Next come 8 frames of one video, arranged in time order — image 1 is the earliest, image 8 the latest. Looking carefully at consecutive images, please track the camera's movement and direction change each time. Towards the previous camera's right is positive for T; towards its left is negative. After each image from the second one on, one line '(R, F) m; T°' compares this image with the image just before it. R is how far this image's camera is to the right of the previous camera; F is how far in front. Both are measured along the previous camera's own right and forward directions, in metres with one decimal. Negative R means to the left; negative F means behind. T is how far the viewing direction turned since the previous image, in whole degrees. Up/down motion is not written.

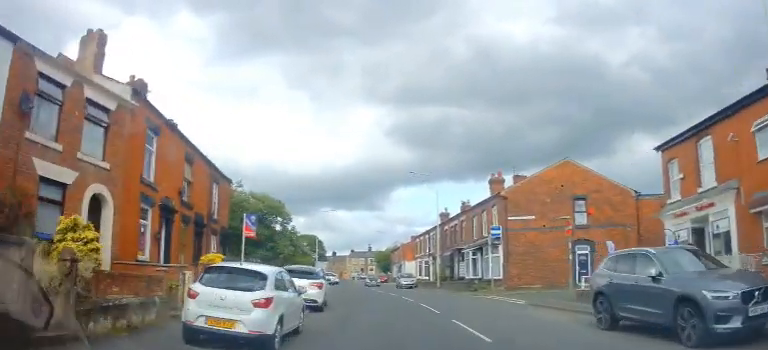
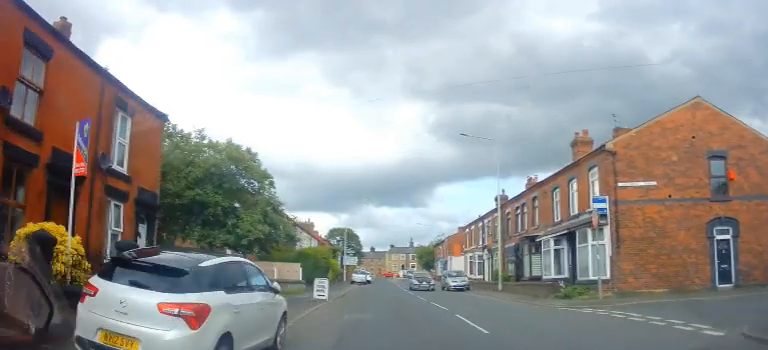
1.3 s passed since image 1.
(0.0, +11.1) m; -1°
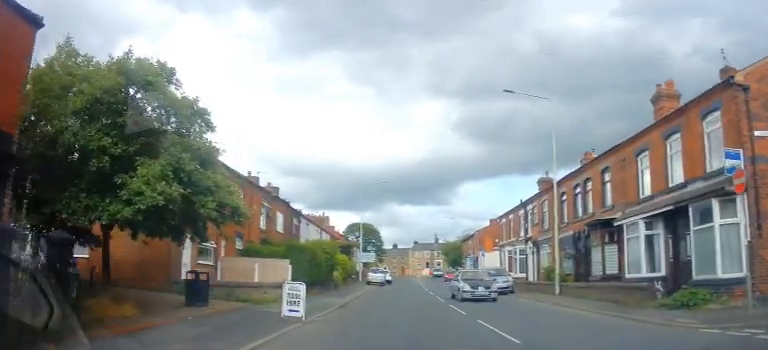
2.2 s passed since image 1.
(0.0, +7.6) m; -4°
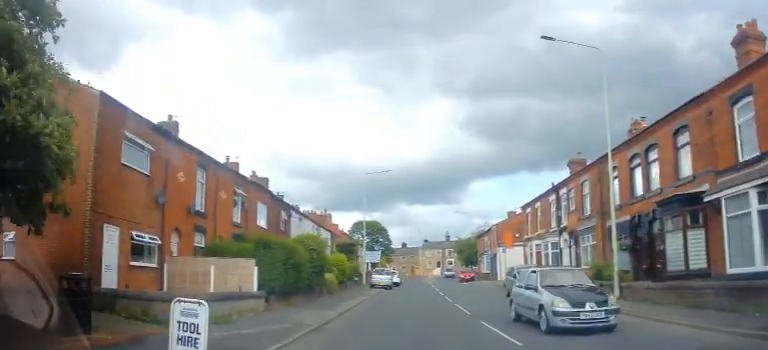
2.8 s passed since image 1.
(-0.4, +5.8) m; -2°
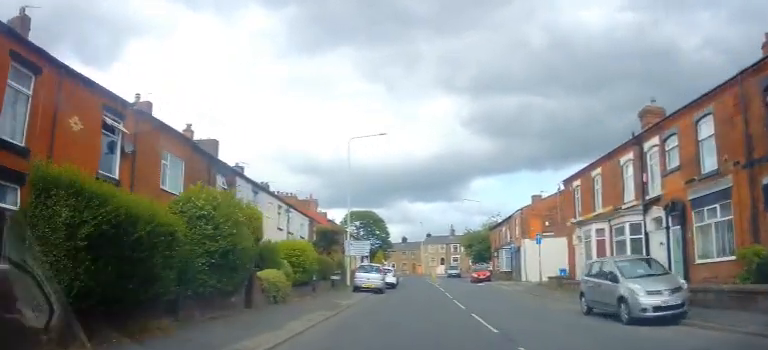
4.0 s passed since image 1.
(0.0, +10.8) m; -2°
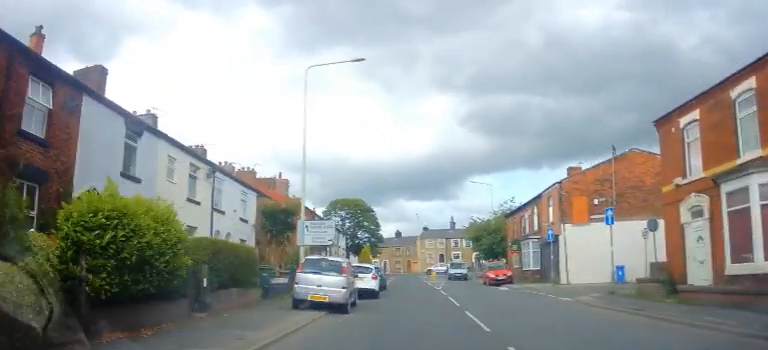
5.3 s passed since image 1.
(-0.2, +11.7) m; +2°
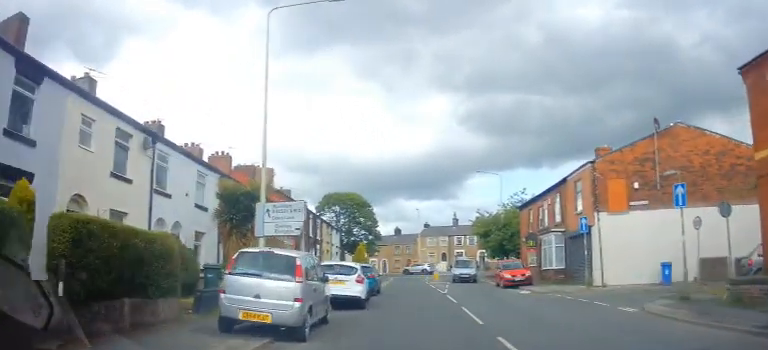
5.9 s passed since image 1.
(+0.3, +5.6) m; +2°
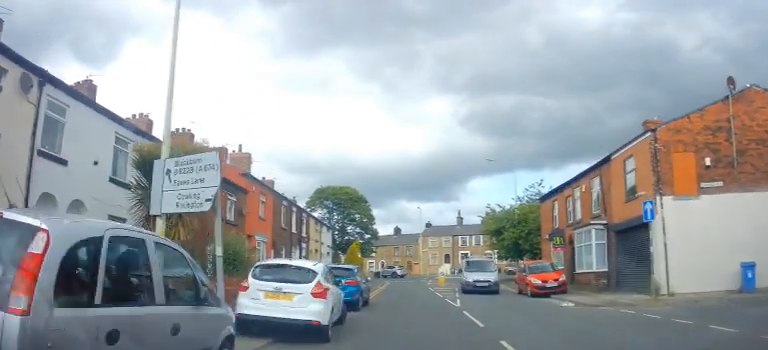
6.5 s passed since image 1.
(0.0, +6.2) m; -1°
